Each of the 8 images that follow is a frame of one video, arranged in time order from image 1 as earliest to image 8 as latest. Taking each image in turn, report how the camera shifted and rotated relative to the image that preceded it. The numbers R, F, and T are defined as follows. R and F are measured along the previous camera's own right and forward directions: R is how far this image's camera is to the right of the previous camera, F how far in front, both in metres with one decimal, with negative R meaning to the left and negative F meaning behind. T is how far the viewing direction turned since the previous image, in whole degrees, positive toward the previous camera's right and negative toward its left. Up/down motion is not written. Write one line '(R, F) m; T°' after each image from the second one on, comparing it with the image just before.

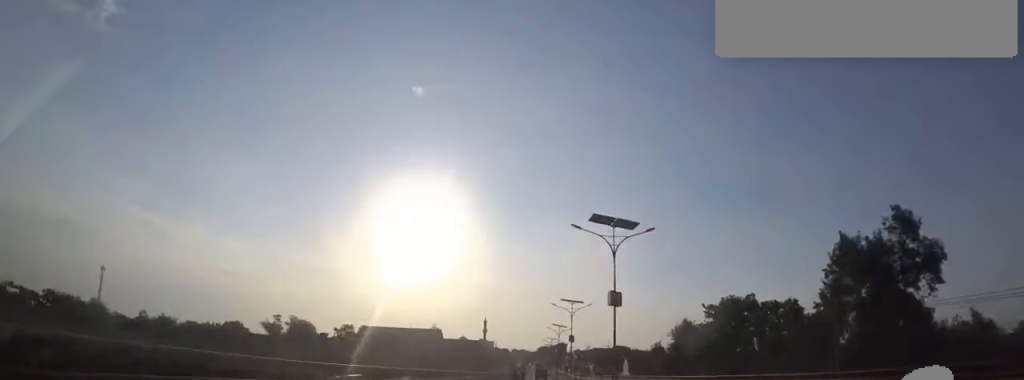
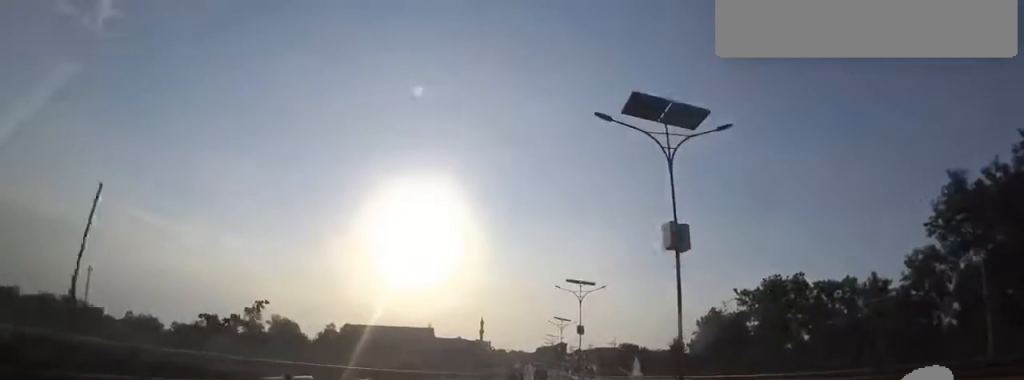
(+0.1, +12.2) m; +1°
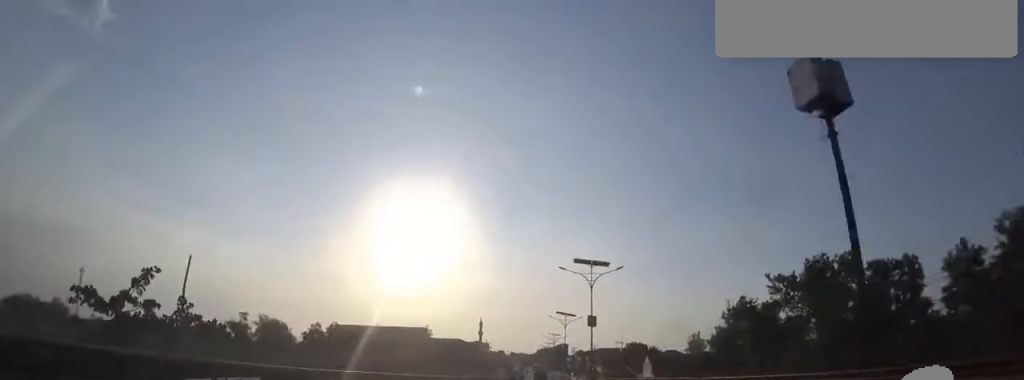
(0.0, +8.6) m; +2°
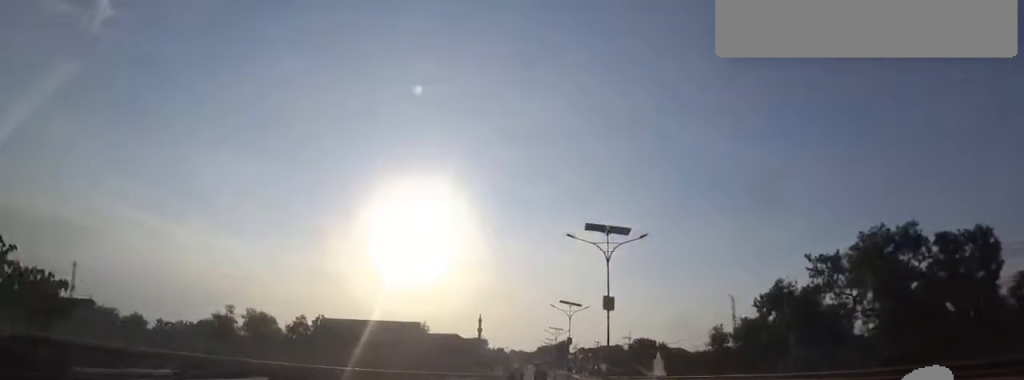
(+0.2, +7.9) m; 0°
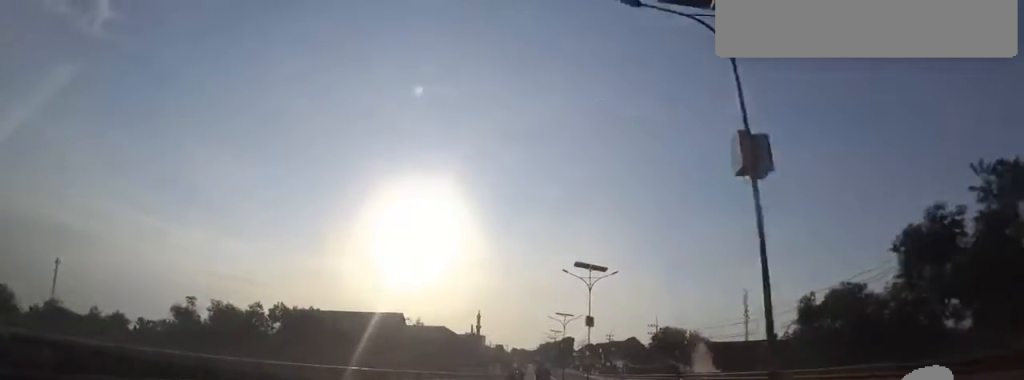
(-0.1, +19.0) m; -1°
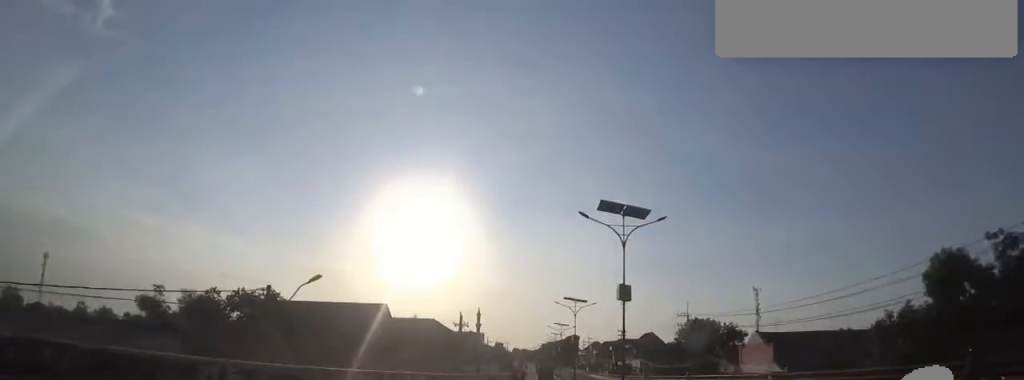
(-0.5, +13.9) m; 0°
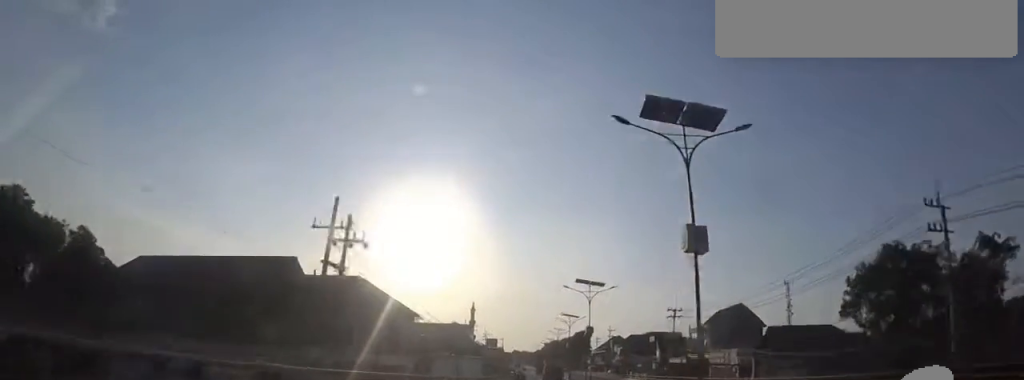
(+0.4, +39.9) m; +1°
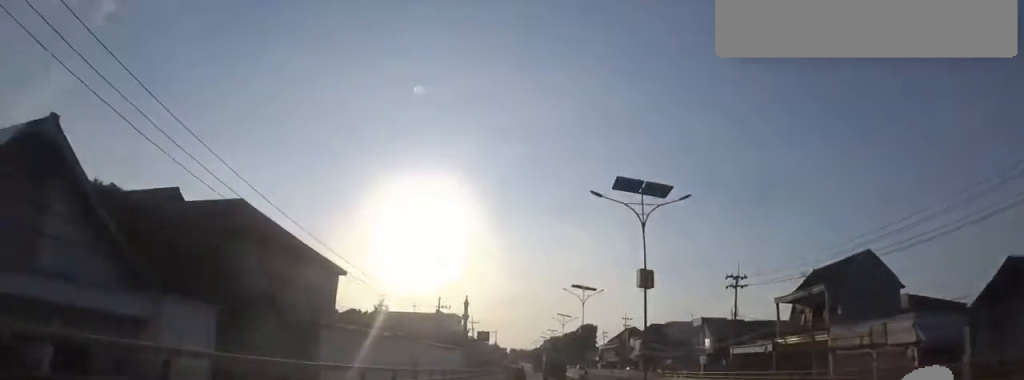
(+0.2, +22.1) m; +1°
